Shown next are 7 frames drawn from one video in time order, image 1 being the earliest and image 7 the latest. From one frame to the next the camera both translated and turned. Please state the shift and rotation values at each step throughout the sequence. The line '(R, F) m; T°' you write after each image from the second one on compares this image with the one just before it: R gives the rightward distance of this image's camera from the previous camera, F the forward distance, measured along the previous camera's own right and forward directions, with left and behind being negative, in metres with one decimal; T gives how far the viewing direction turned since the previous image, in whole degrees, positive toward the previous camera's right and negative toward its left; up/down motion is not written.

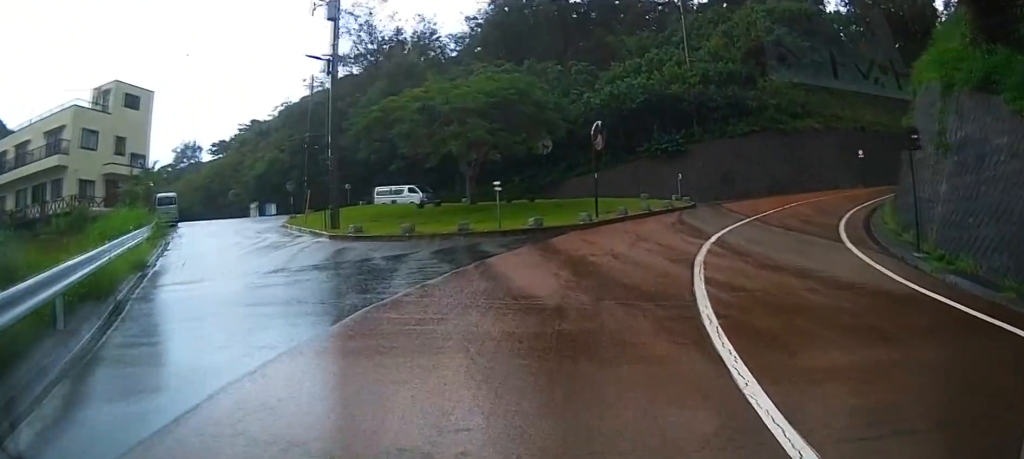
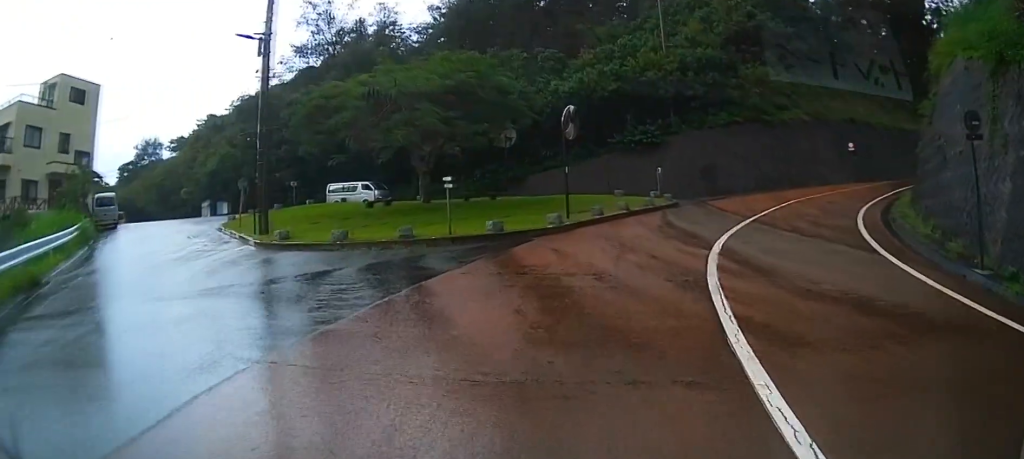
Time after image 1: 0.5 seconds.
(-0.1, +4.1) m; +7°
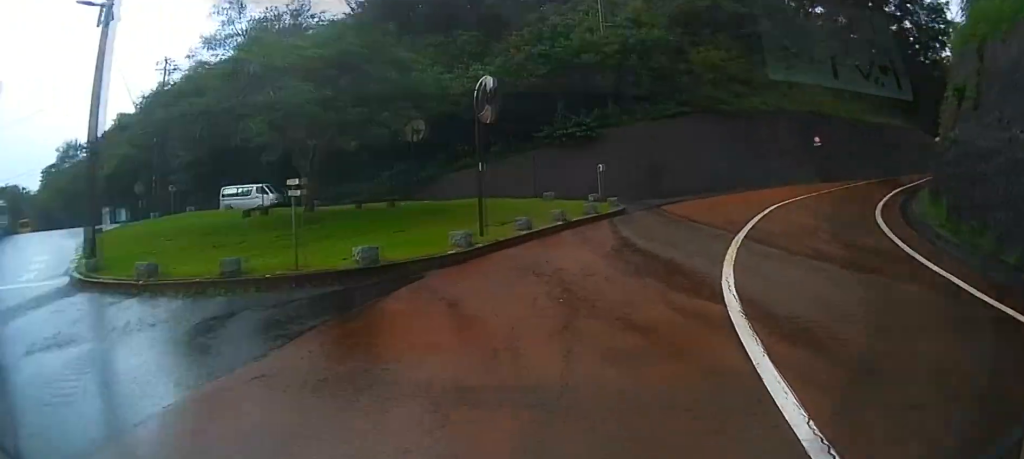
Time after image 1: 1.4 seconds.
(+1.2, +6.0) m; +8°
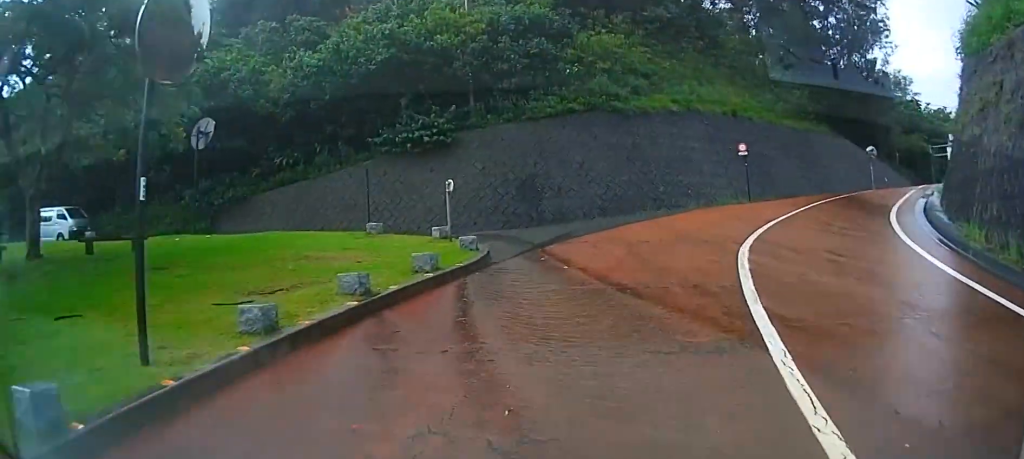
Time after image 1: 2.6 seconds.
(0.0, +8.2) m; +12°
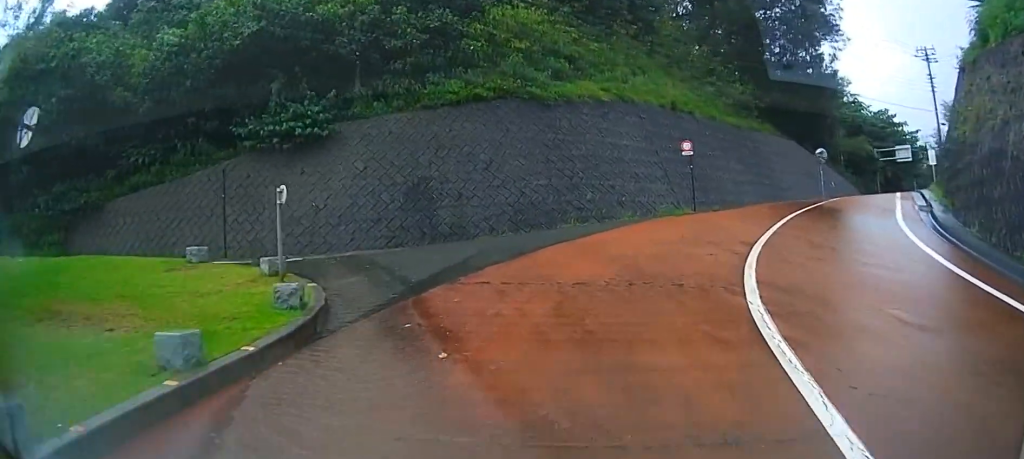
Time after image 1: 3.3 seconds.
(+0.9, +4.9) m; +13°
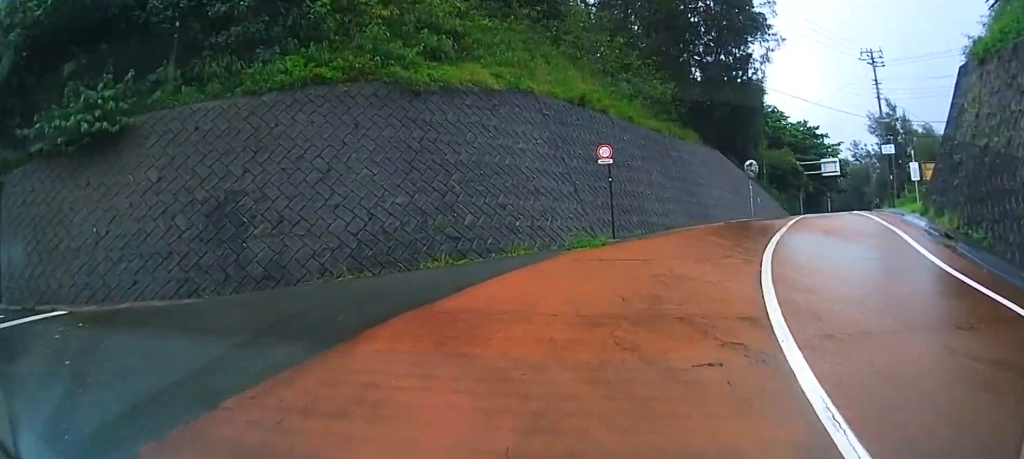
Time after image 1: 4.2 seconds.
(+0.4, +5.4) m; +1°
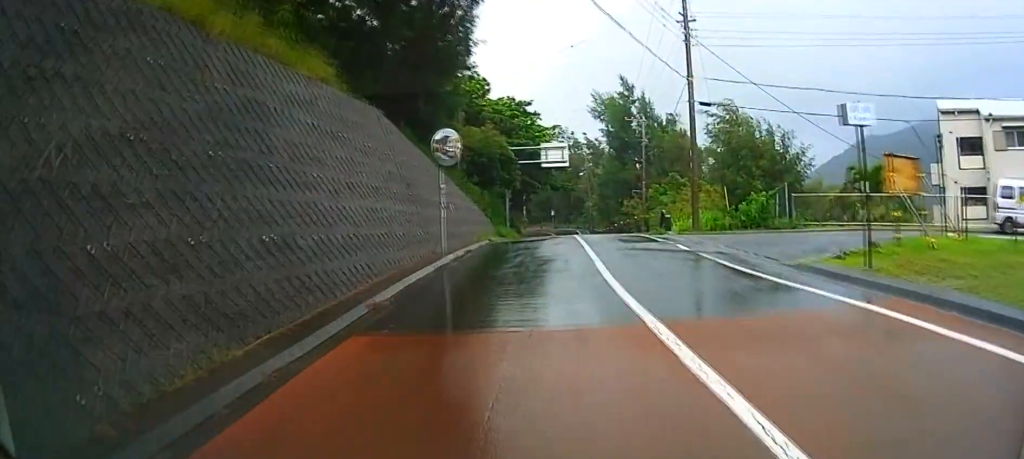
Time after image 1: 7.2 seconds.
(+2.5, +17.7) m; +17°
